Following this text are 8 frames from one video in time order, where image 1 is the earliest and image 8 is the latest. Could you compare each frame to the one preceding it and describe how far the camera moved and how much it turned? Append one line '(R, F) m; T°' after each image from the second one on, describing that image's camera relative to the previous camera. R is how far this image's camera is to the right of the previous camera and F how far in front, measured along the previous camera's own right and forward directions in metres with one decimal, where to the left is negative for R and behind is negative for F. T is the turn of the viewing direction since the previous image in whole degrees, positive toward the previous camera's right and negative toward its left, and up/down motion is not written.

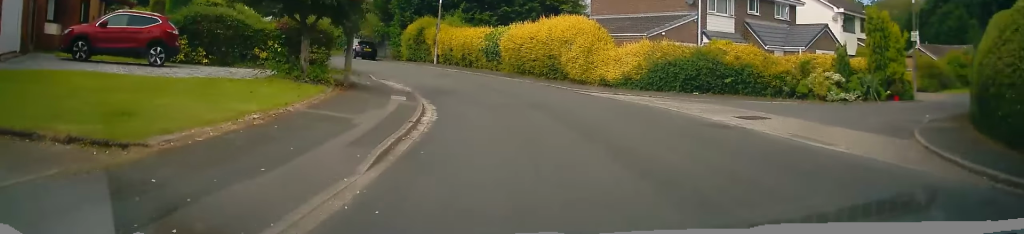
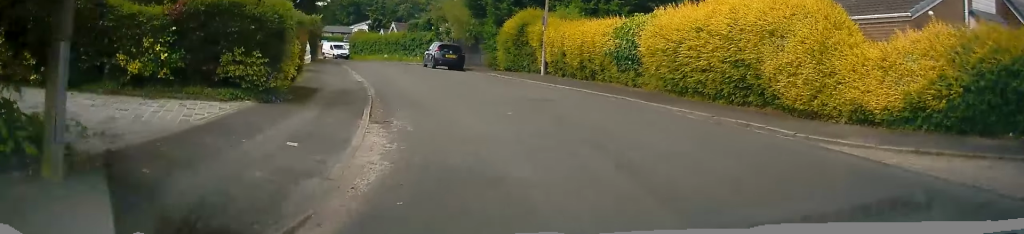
(-0.9, +12.8) m; -10°
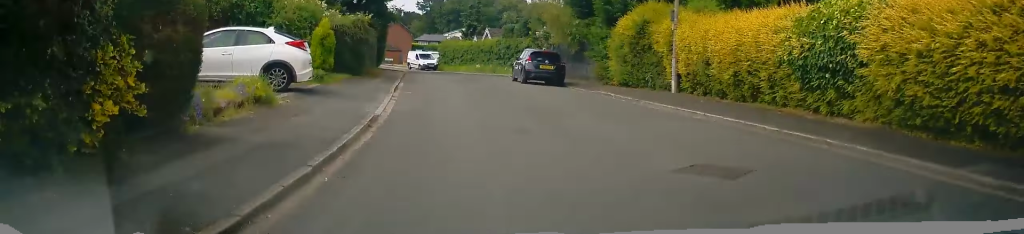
(-0.9, +8.3) m; -12°
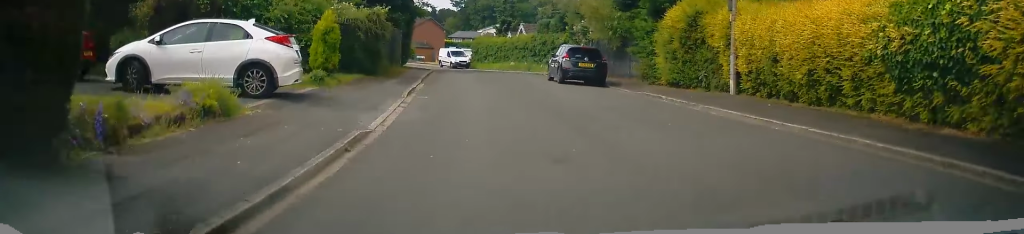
(-0.1, +2.8) m; -4°
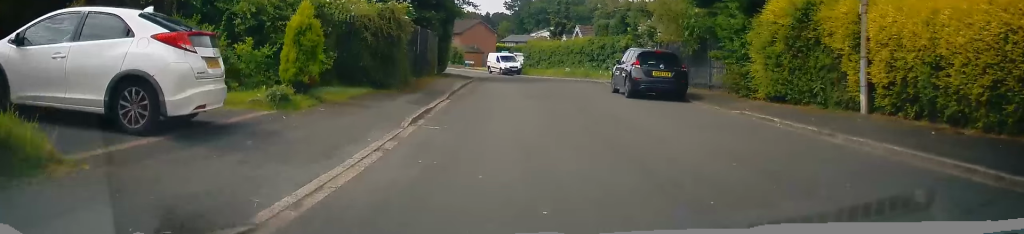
(-0.4, +4.9) m; -5°
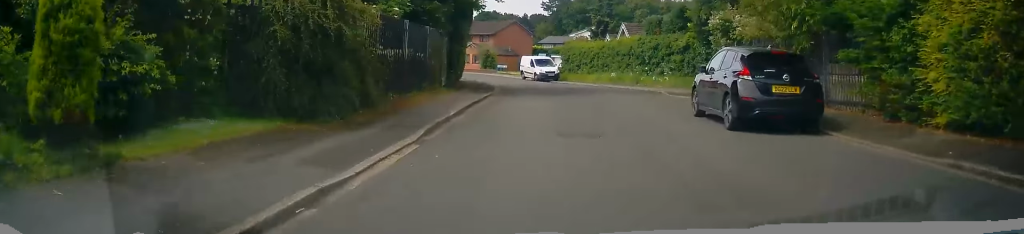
(-0.3, +7.0) m; -3°
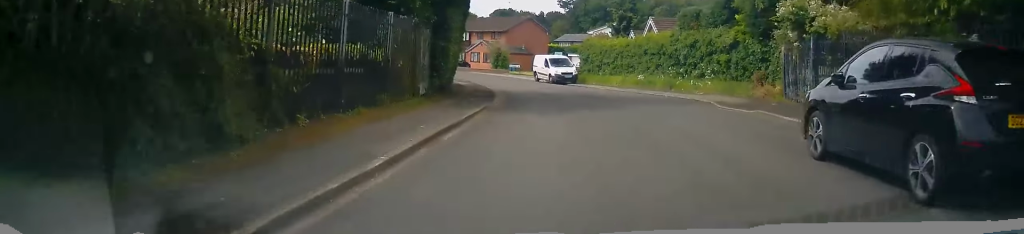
(0.0, +5.6) m; -2°
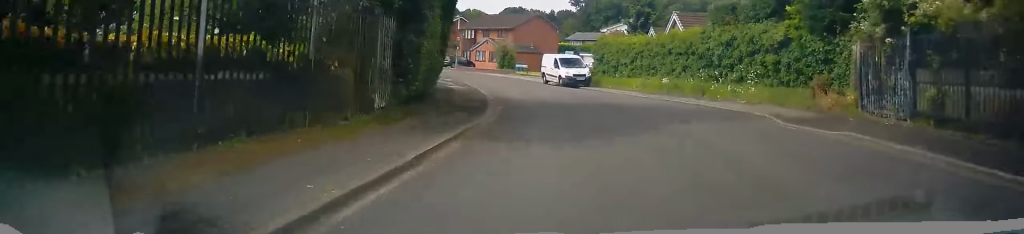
(0.0, +4.6) m; -2°
